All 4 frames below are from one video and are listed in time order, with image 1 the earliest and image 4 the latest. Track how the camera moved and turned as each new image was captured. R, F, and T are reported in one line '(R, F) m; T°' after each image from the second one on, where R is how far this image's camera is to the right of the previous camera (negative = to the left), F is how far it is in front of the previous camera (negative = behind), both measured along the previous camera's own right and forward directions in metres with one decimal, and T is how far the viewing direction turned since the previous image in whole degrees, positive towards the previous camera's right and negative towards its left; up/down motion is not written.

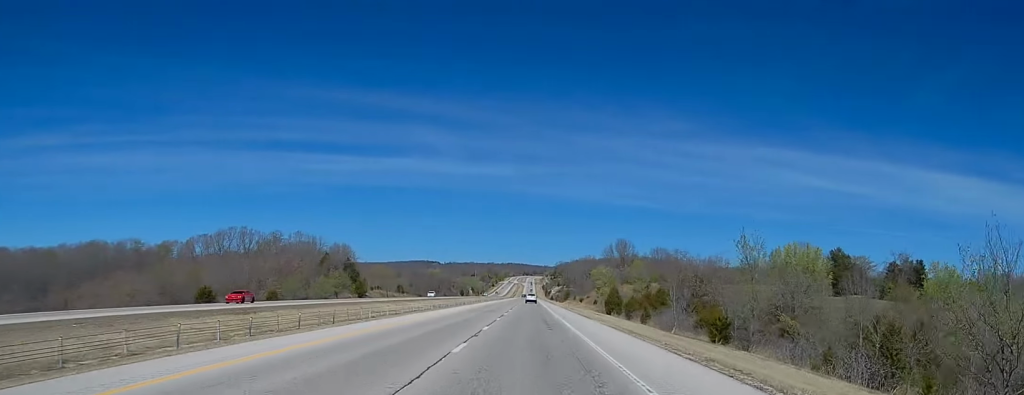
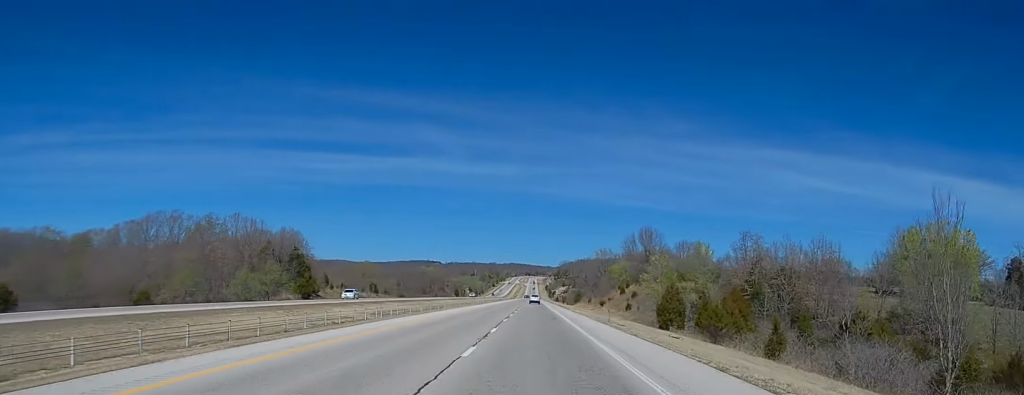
(0.0, +49.5) m; 0°
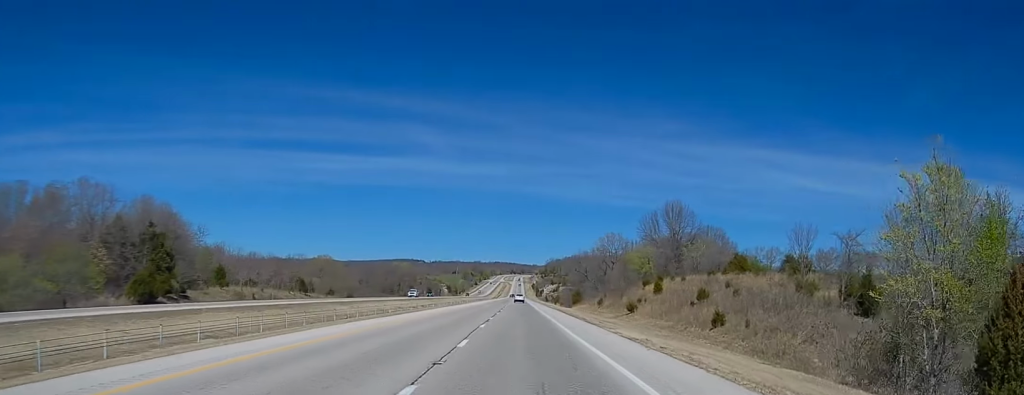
(-0.2, +58.5) m; 0°
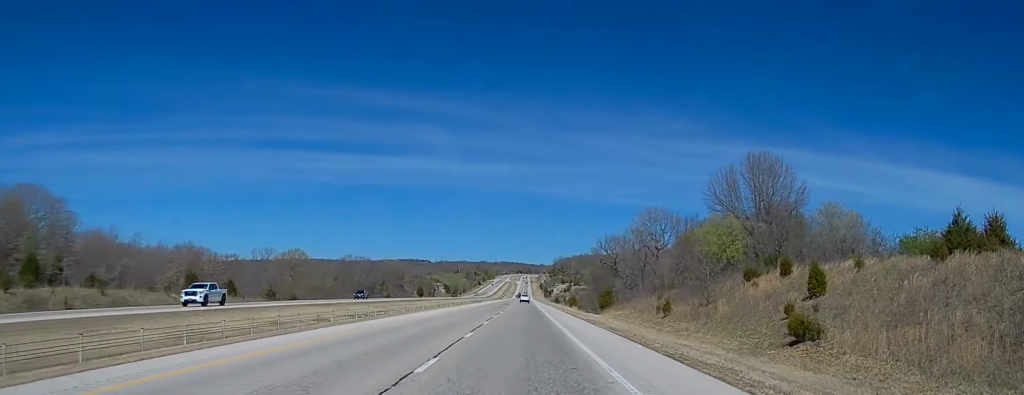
(0.0, +56.2) m; 0°
